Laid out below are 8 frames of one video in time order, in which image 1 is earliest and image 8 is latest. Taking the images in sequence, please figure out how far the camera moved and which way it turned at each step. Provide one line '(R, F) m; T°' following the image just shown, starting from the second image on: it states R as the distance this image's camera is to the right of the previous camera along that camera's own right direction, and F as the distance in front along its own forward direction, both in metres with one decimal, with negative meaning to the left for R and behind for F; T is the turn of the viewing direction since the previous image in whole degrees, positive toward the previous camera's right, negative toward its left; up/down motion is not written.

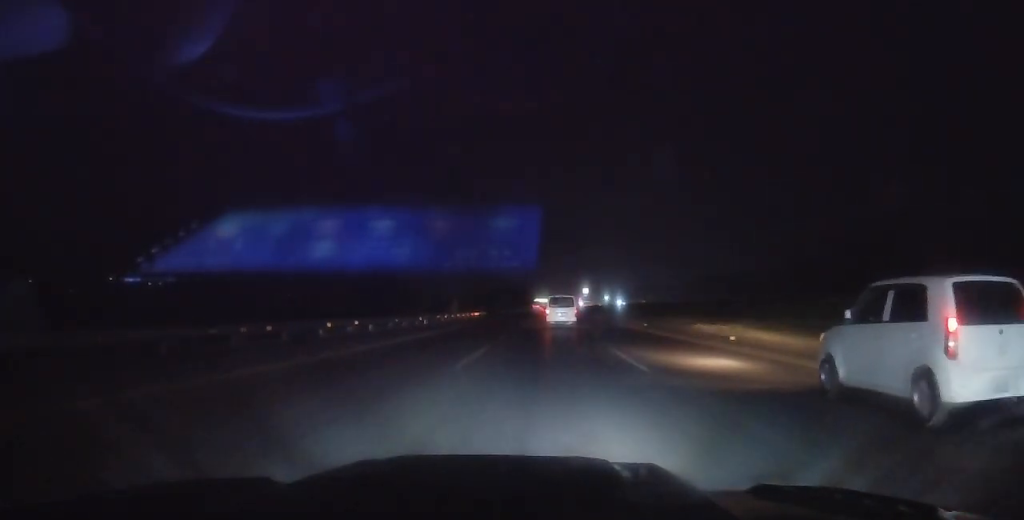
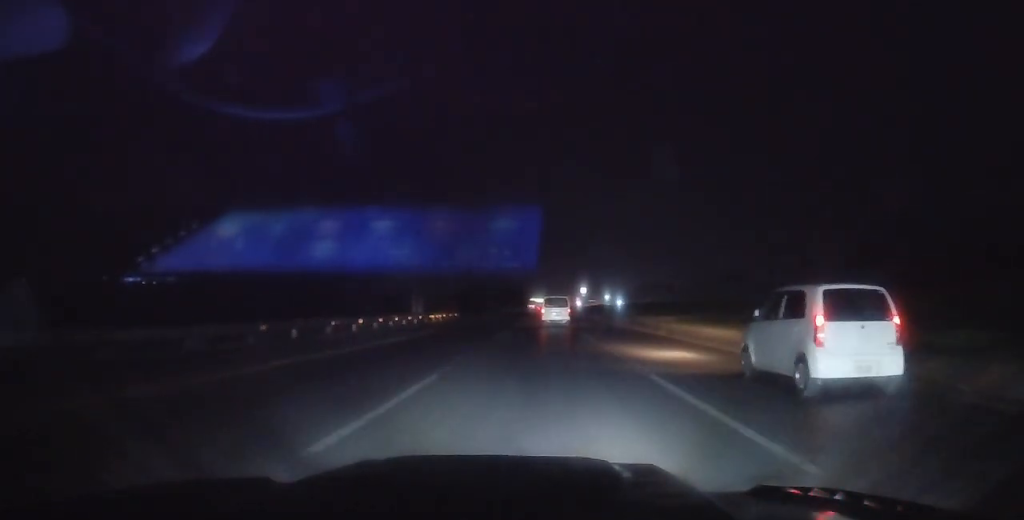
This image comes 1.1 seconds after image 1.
(-0.2, +25.3) m; 0°
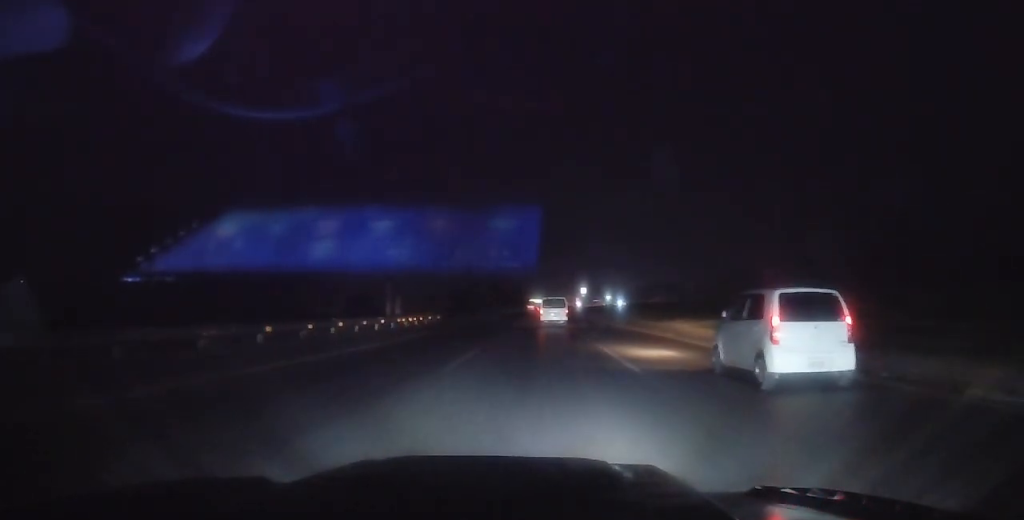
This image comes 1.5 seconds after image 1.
(-0.1, +10.7) m; 0°
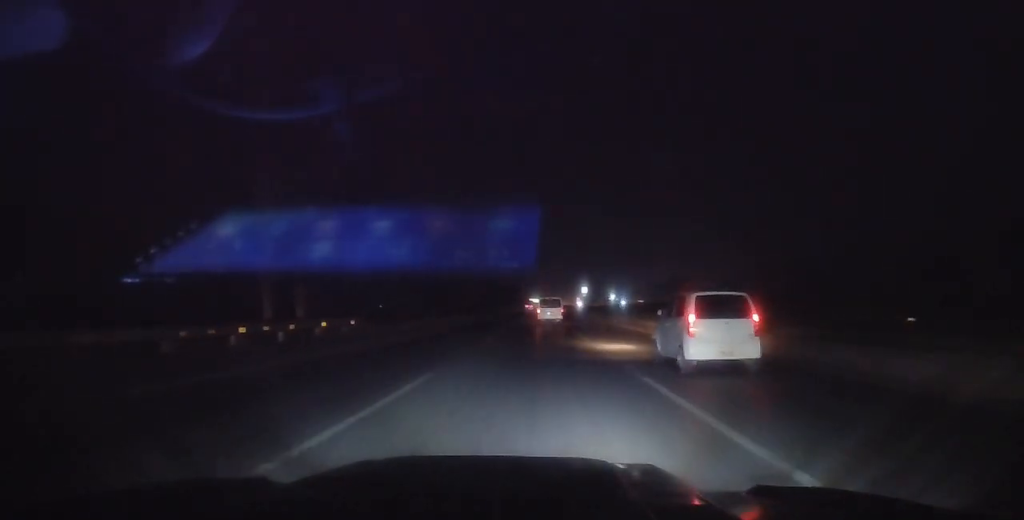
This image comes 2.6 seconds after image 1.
(+0.5, +24.4) m; 0°
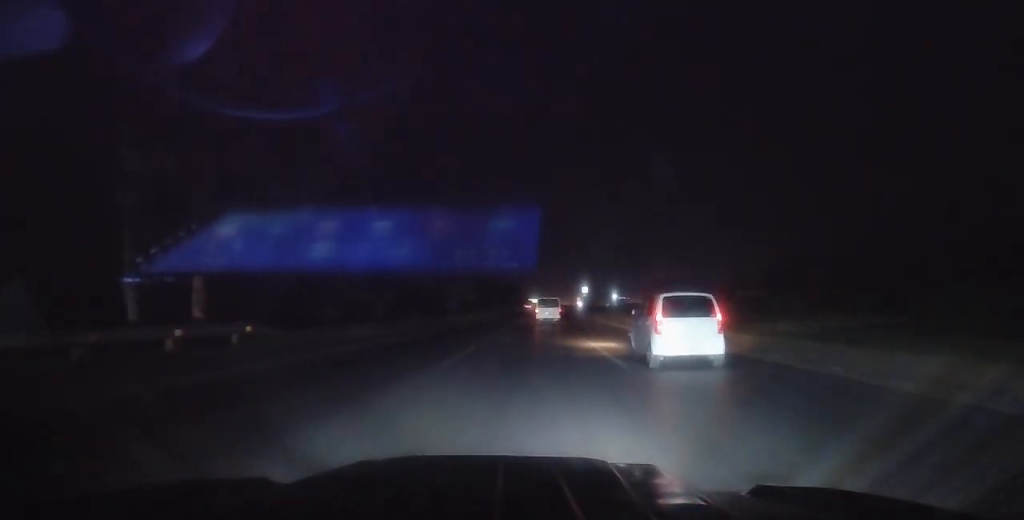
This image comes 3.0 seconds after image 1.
(-0.2, +11.0) m; 0°
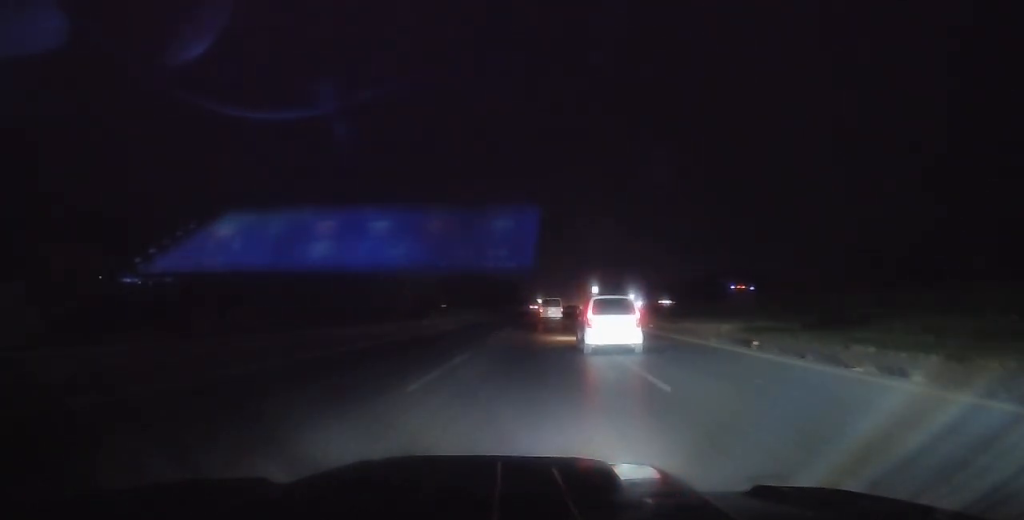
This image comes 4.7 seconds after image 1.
(+0.1, +39.5) m; 0°
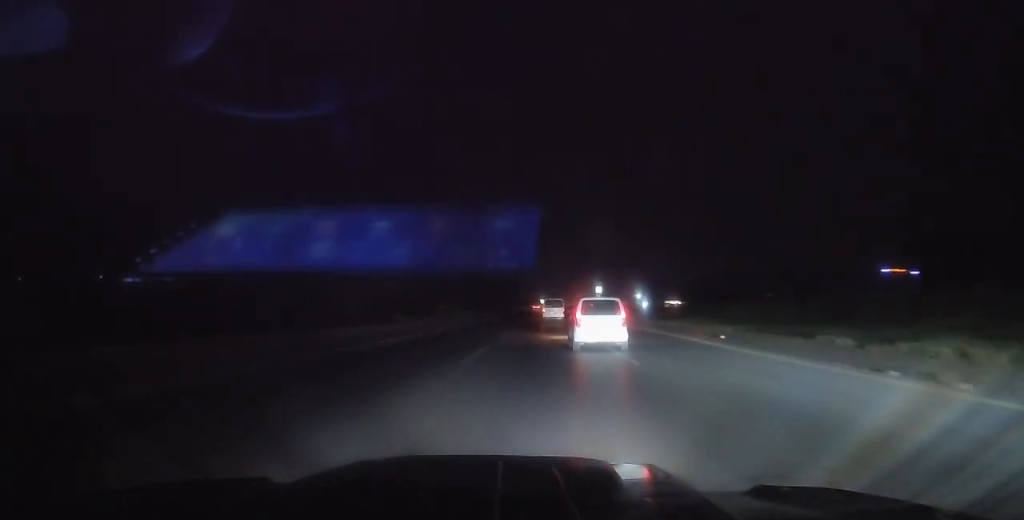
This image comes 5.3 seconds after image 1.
(-0.2, +13.8) m; -1°
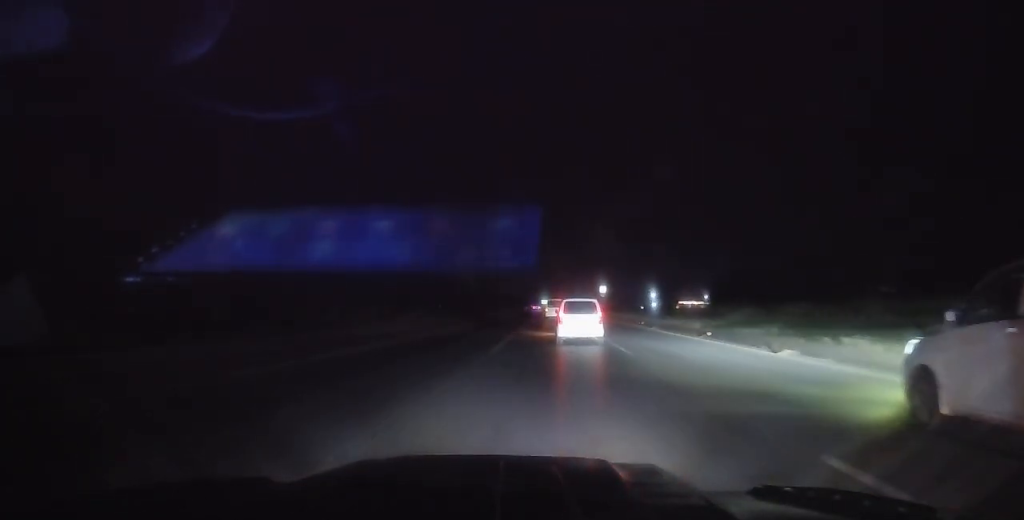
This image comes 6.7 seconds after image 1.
(-0.1, +32.9) m; 0°
